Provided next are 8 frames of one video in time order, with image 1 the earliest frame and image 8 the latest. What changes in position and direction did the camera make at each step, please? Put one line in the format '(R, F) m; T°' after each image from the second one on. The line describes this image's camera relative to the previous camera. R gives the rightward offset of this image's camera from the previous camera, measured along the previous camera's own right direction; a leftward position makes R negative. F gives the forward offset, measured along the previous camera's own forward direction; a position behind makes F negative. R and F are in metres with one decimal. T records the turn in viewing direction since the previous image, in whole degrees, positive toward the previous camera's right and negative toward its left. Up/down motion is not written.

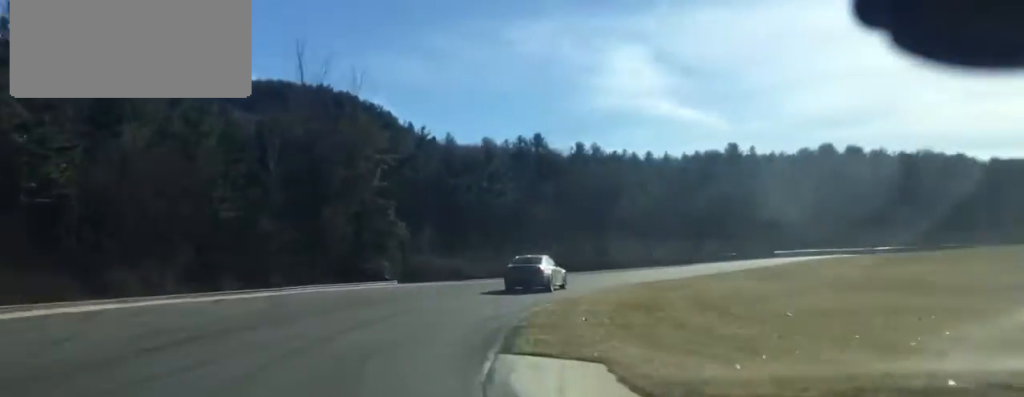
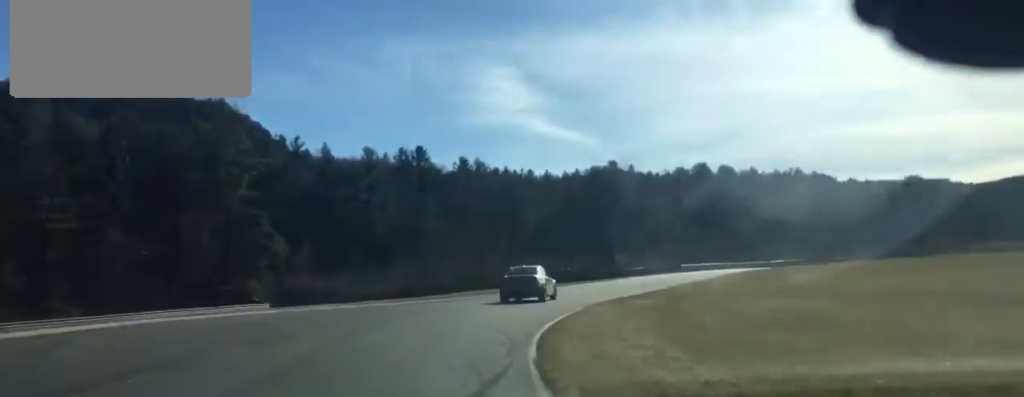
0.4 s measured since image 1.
(+0.9, +10.9) m; +7°
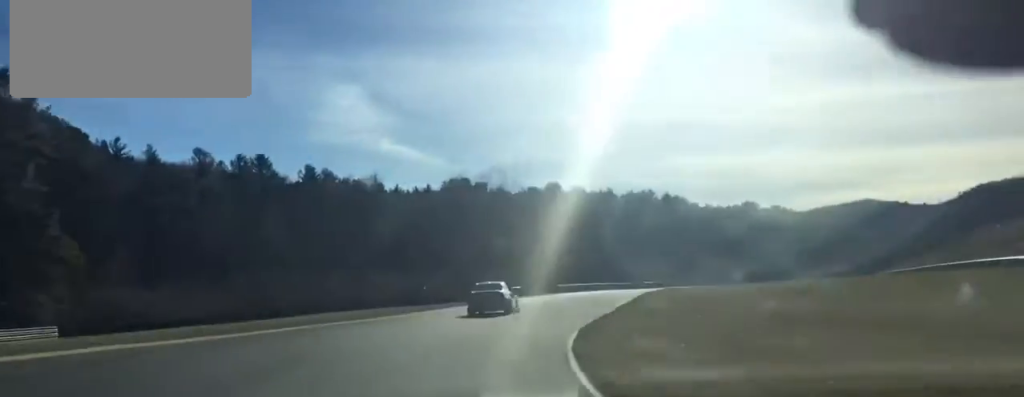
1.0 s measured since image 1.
(+1.4, +13.8) m; +9°
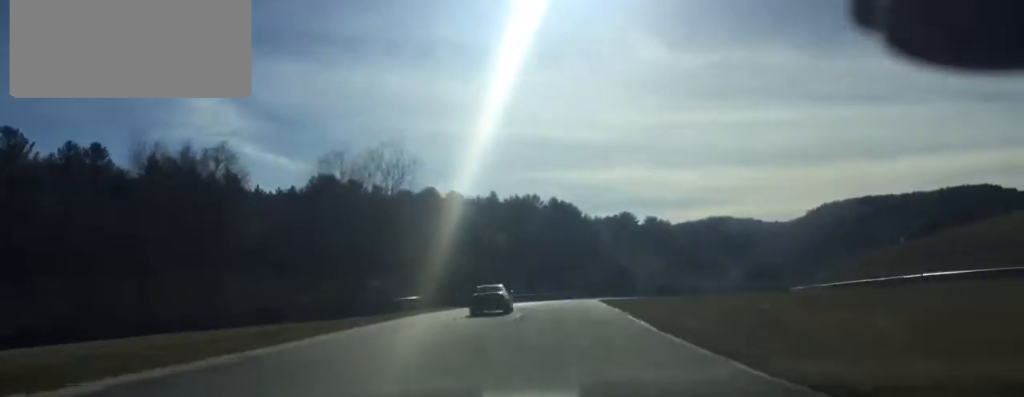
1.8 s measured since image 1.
(+2.4, +21.6) m; +10°
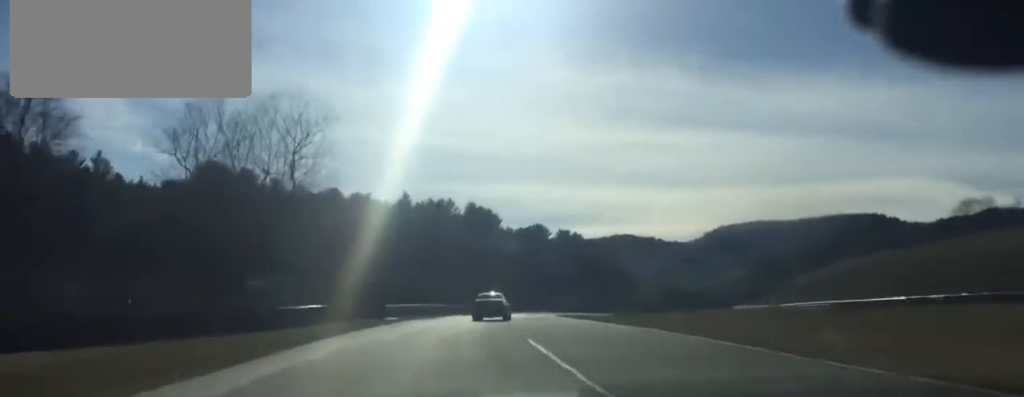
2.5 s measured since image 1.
(+1.3, +19.9) m; +7°
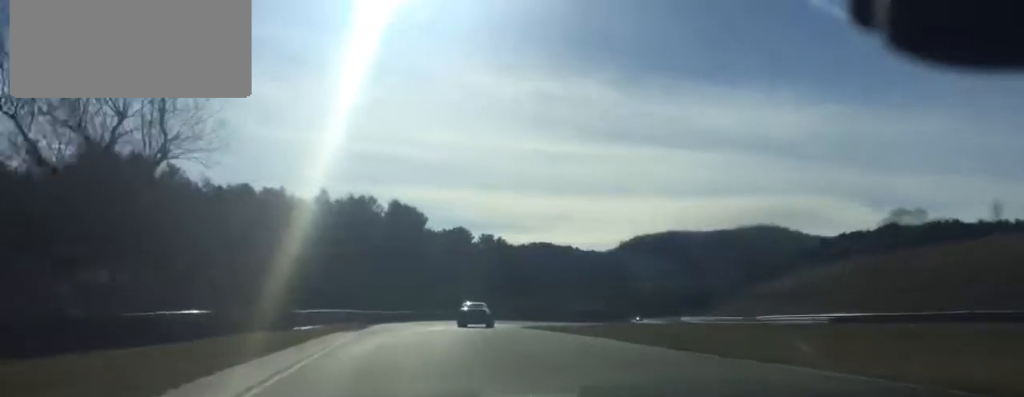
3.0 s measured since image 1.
(+0.6, +16.0) m; +5°
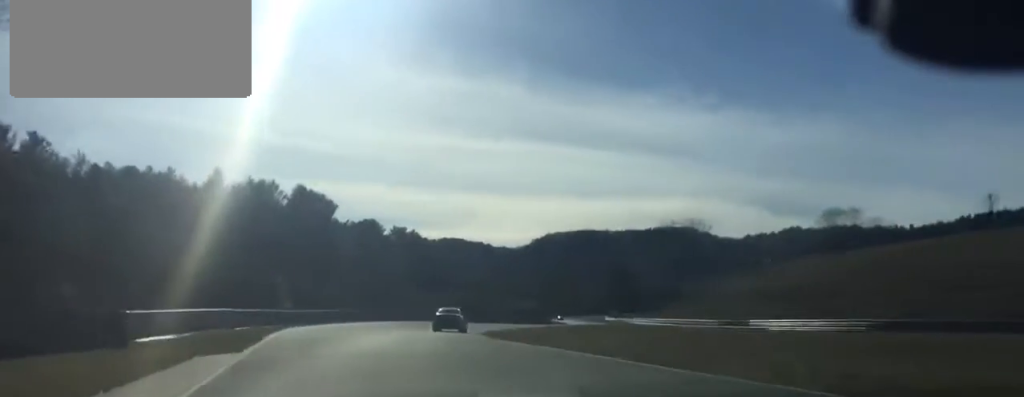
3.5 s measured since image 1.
(+0.8, +16.6) m; +5°
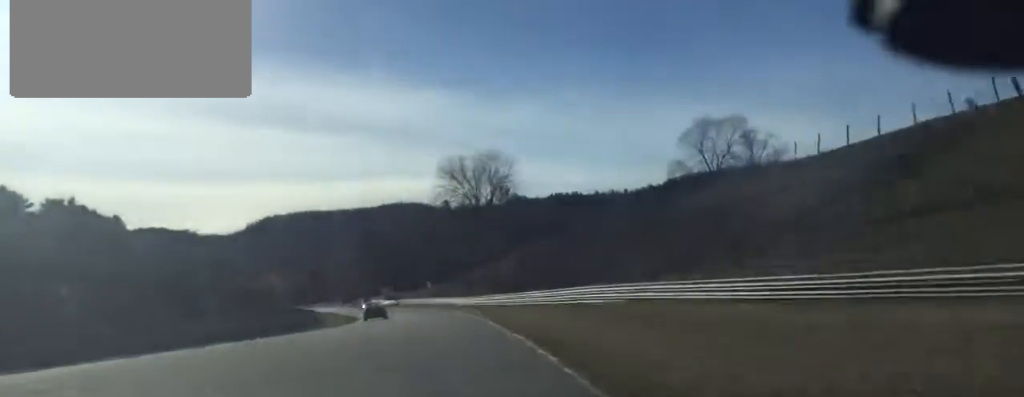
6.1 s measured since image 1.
(+17.3, +86.9) m; +19°
